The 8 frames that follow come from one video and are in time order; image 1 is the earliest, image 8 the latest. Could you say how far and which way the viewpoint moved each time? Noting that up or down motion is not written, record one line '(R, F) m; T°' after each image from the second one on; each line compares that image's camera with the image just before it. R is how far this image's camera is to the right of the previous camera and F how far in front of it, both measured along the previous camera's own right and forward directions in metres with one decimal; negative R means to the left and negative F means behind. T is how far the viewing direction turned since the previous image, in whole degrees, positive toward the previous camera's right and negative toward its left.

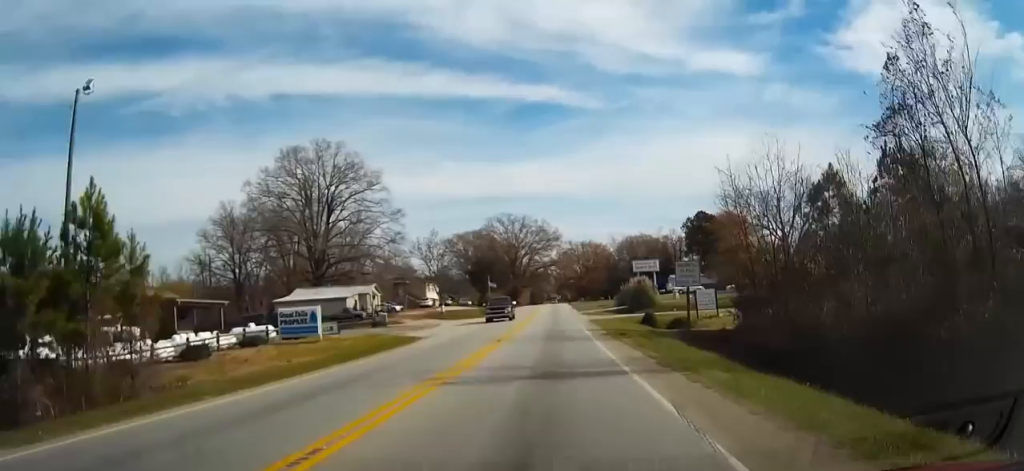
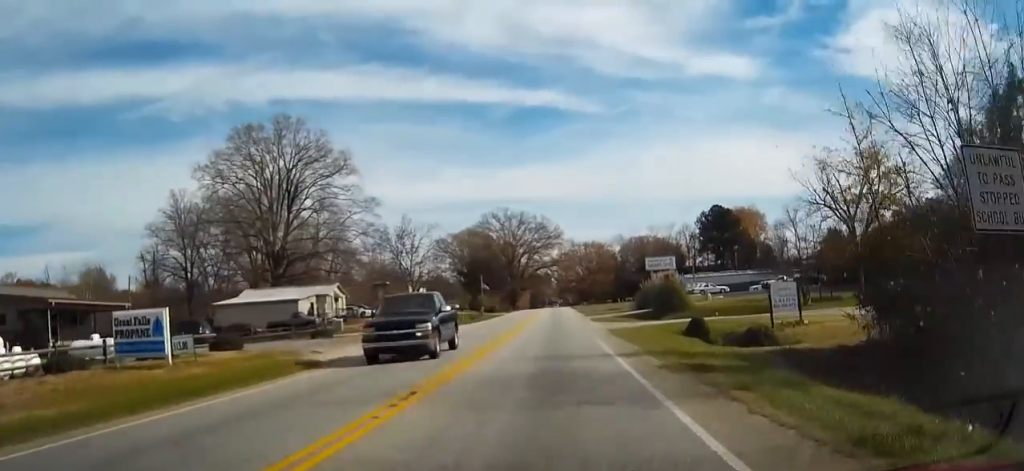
(-0.1, +16.6) m; 0°
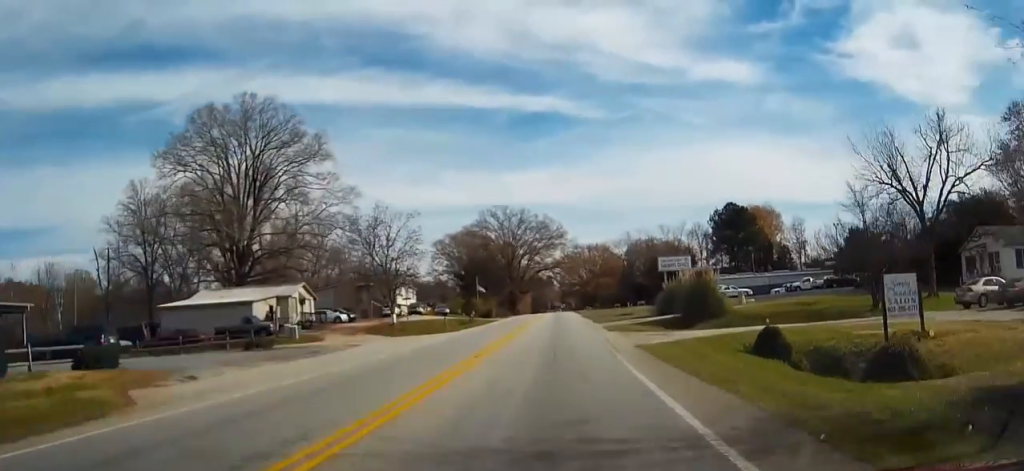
(0.0, +11.3) m; 0°
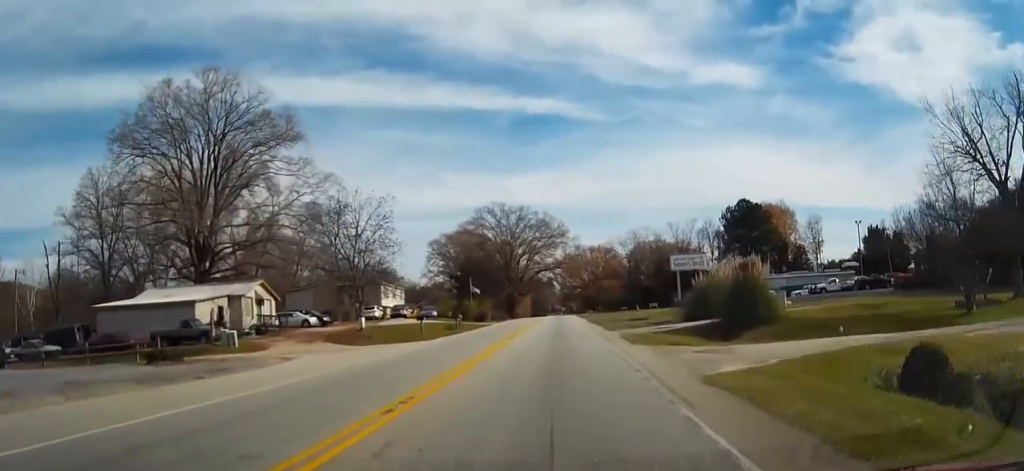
(0.0, +10.0) m; 0°
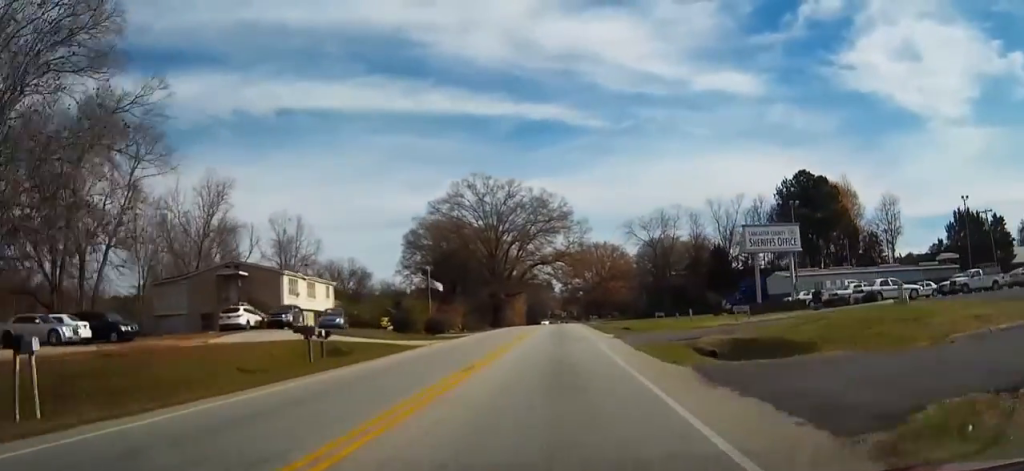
(+0.1, +35.7) m; +1°
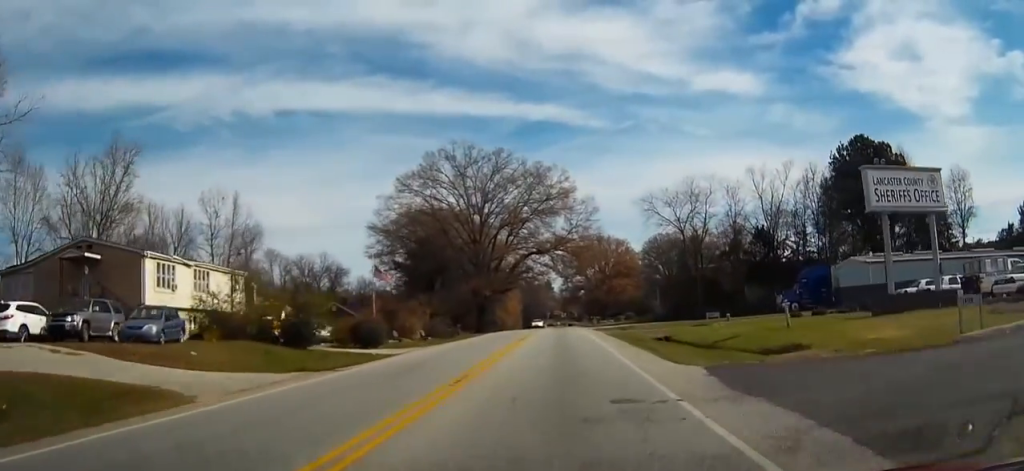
(+0.3, +22.7) m; +1°
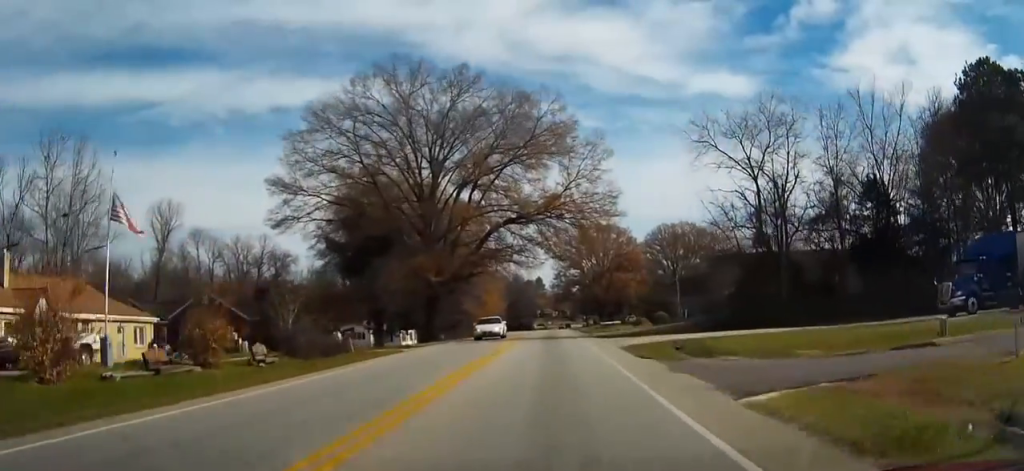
(-0.2, +31.5) m; 0°
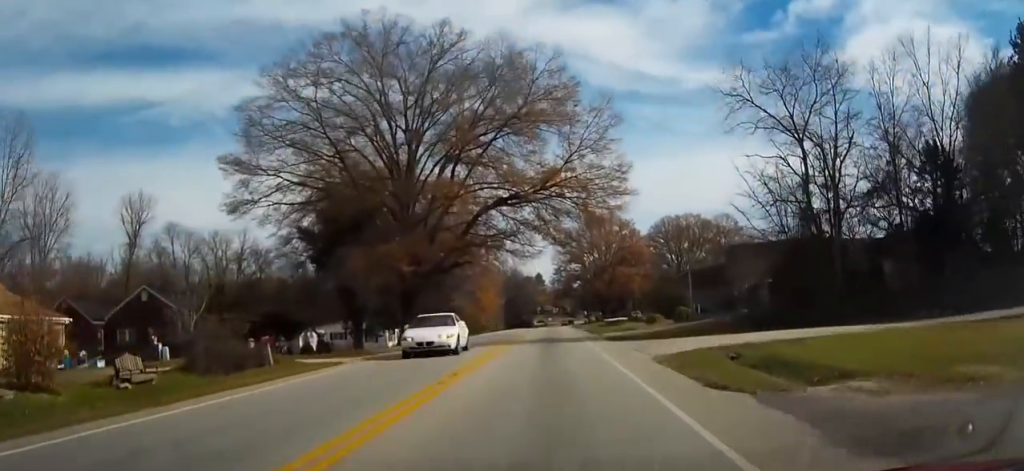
(0.0, +9.4) m; 0°
